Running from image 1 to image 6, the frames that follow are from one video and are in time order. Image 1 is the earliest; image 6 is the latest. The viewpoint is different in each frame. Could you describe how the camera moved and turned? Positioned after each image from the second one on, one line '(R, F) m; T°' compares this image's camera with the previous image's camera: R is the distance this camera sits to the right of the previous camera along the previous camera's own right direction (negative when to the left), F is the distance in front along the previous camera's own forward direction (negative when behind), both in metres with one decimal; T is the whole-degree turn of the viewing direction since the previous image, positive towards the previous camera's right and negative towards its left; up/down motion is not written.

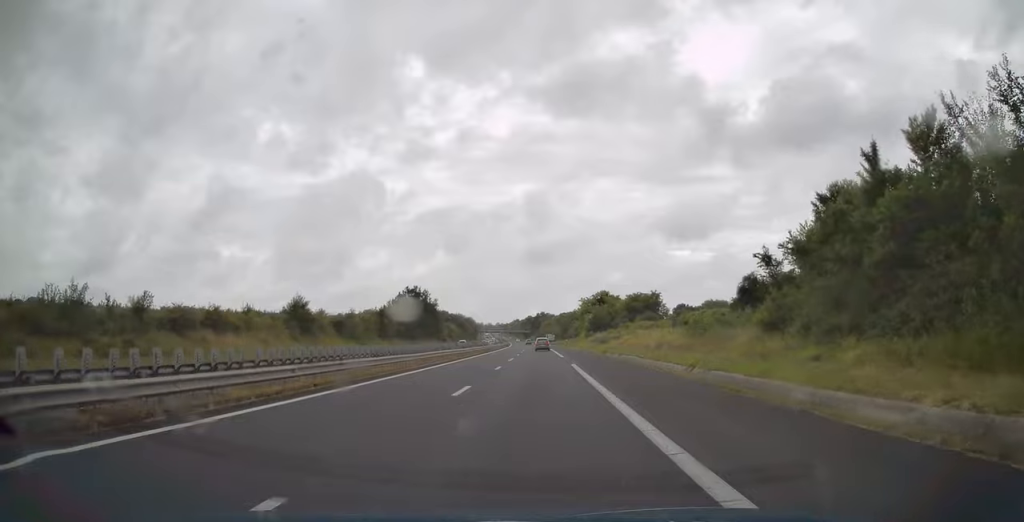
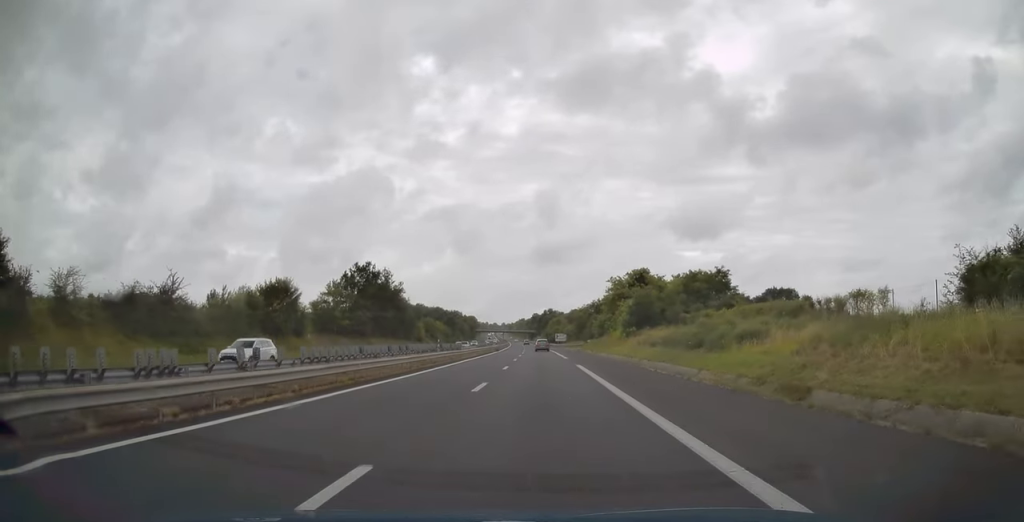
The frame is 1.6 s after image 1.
(-0.3, +50.4) m; -1°
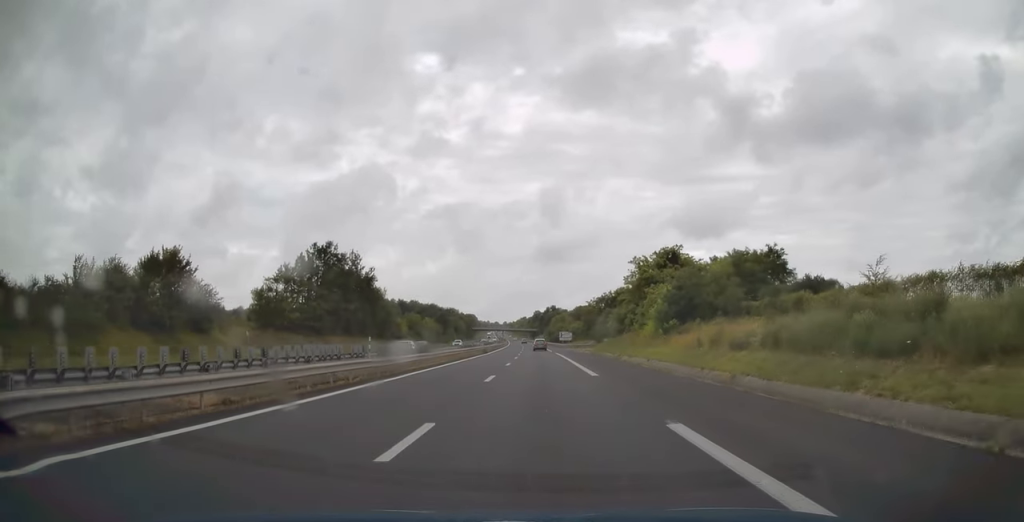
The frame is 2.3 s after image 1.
(-0.2, +22.5) m; 0°
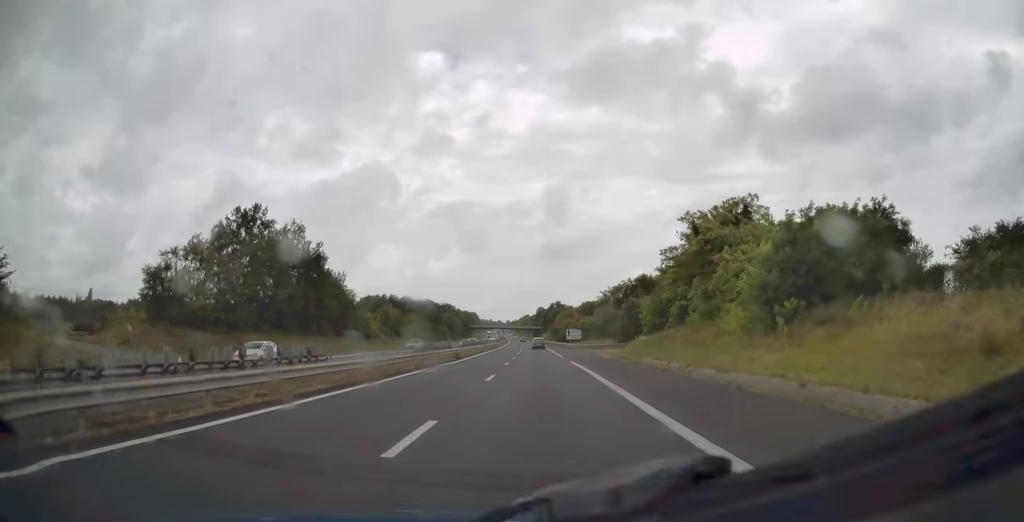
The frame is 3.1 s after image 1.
(0.0, +25.7) m; 0°
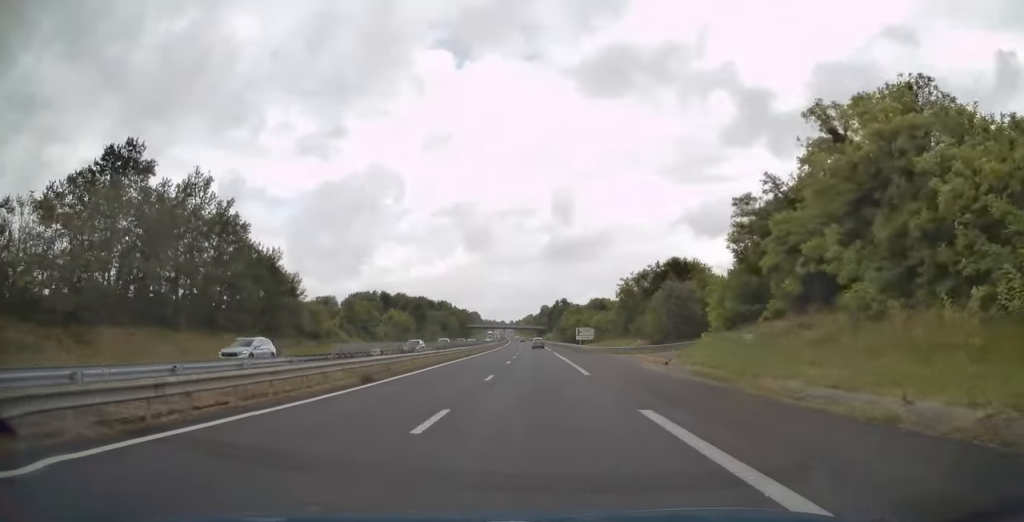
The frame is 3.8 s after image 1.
(-0.1, +24.1) m; 0°
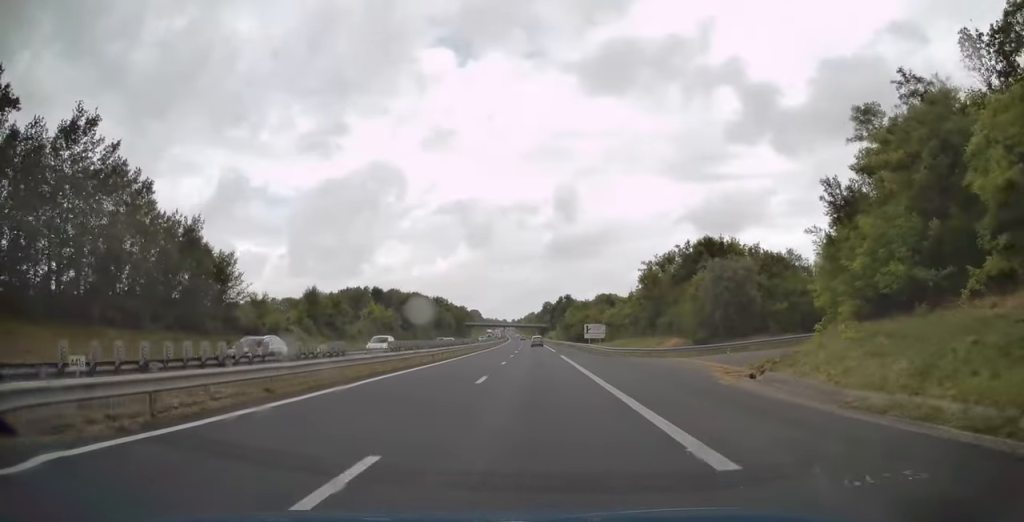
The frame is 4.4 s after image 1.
(-0.1, +17.2) m; 0°
